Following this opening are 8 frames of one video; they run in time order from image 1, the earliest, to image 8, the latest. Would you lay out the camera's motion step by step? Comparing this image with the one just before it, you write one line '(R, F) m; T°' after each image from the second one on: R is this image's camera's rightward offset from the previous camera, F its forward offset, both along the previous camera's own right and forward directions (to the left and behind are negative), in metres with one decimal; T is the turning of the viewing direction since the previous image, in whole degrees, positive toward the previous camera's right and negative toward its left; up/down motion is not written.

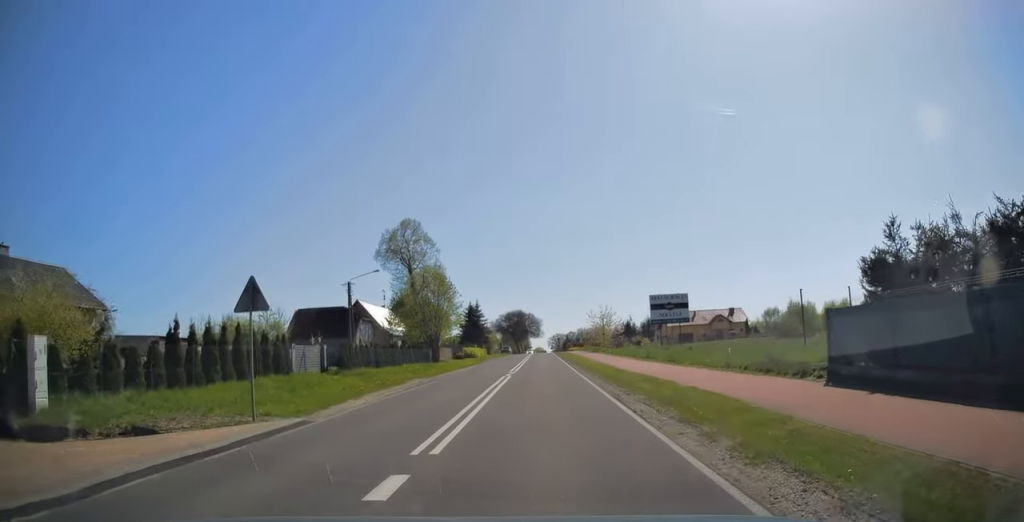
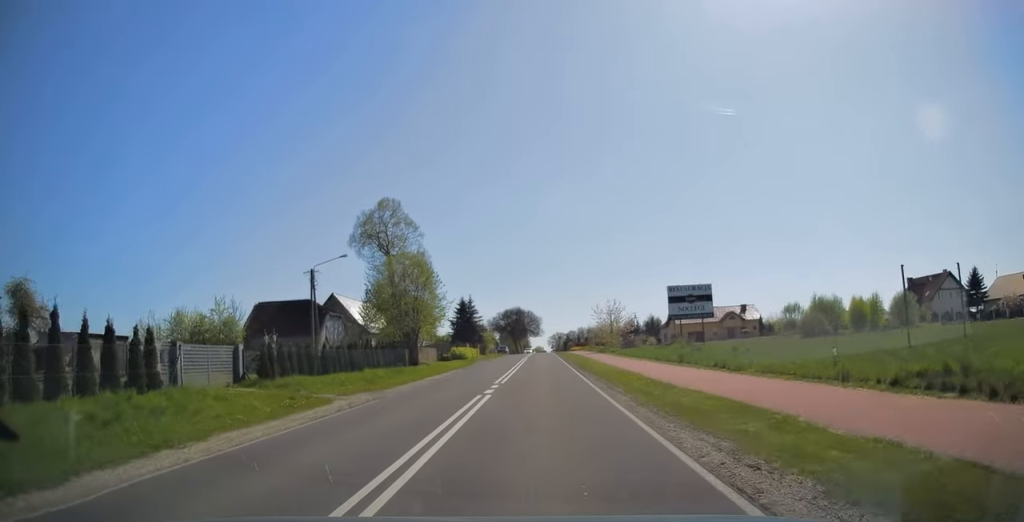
(+0.1, +9.0) m; 0°
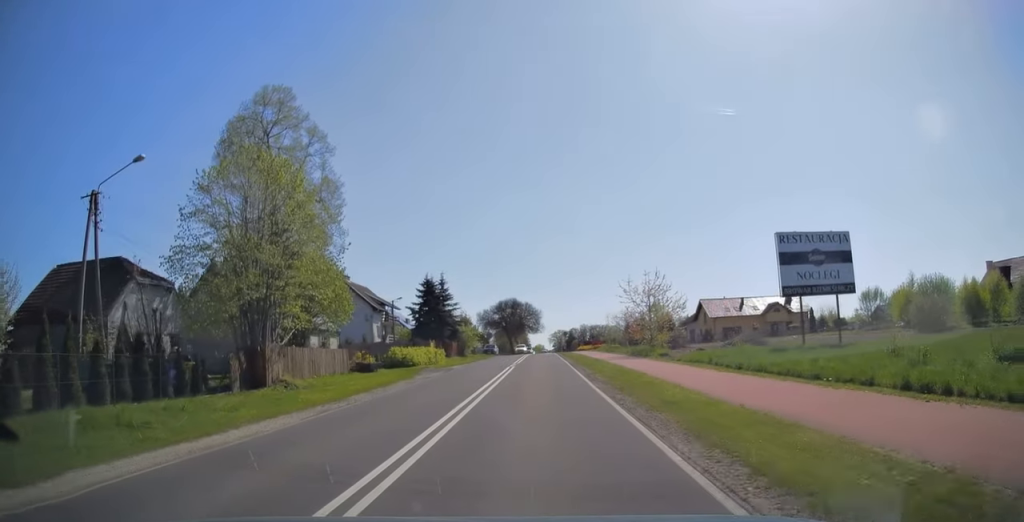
(-0.1, +25.3) m; 0°
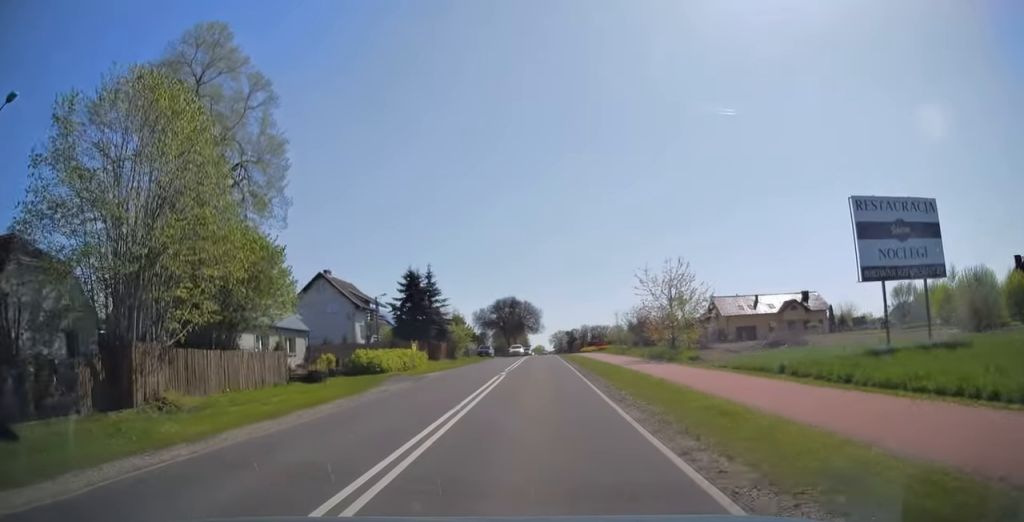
(0.0, +7.5) m; 0°
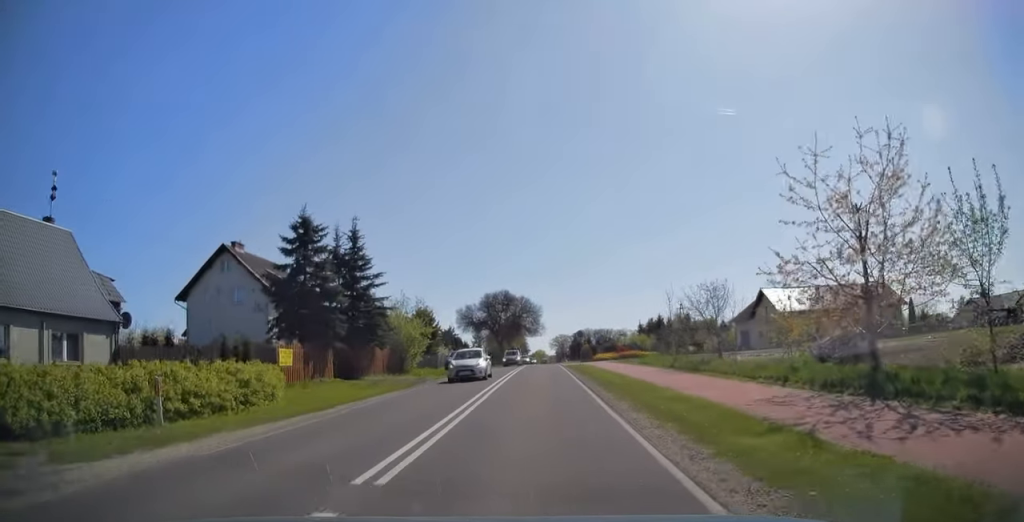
(-0.1, +23.4) m; 0°
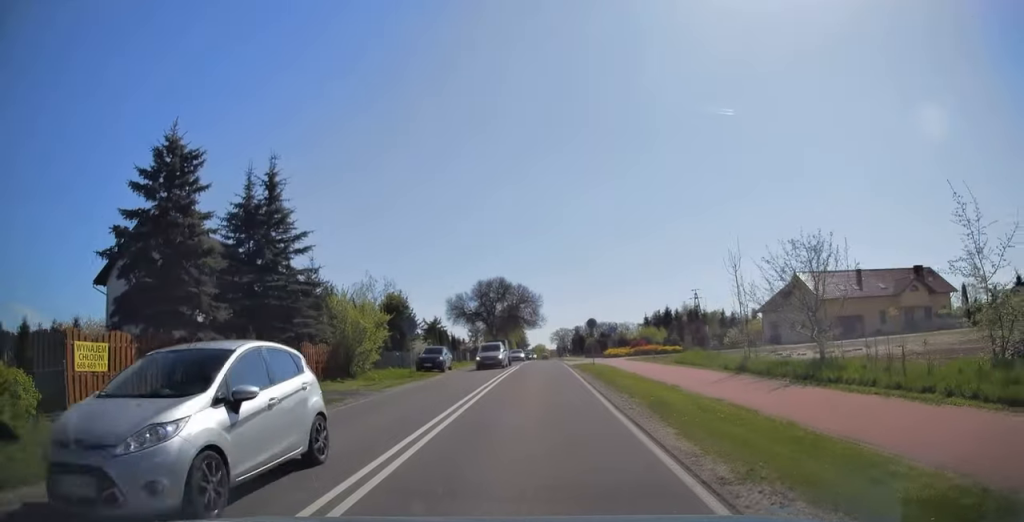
(0.0, +11.3) m; 0°
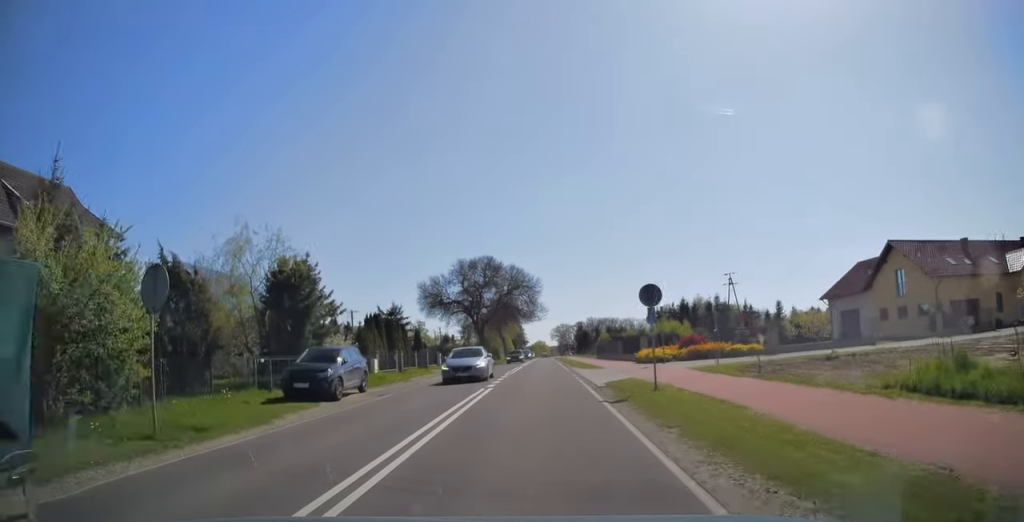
(+0.1, +19.9) m; 0°
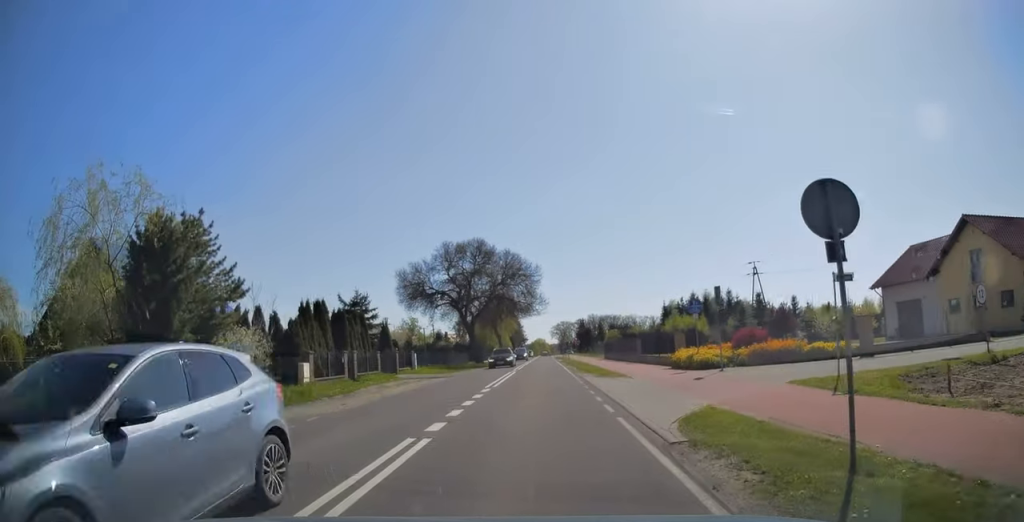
(+0.1, +10.2) m; 0°
